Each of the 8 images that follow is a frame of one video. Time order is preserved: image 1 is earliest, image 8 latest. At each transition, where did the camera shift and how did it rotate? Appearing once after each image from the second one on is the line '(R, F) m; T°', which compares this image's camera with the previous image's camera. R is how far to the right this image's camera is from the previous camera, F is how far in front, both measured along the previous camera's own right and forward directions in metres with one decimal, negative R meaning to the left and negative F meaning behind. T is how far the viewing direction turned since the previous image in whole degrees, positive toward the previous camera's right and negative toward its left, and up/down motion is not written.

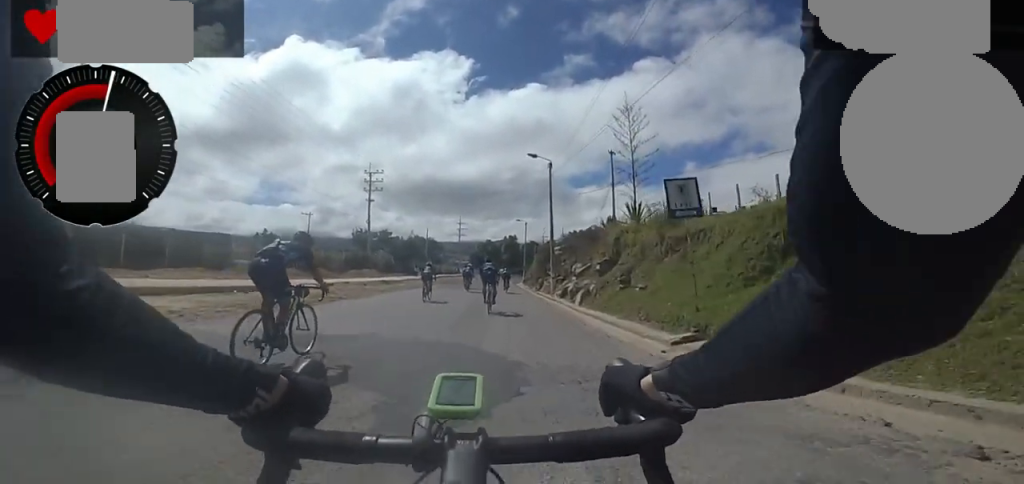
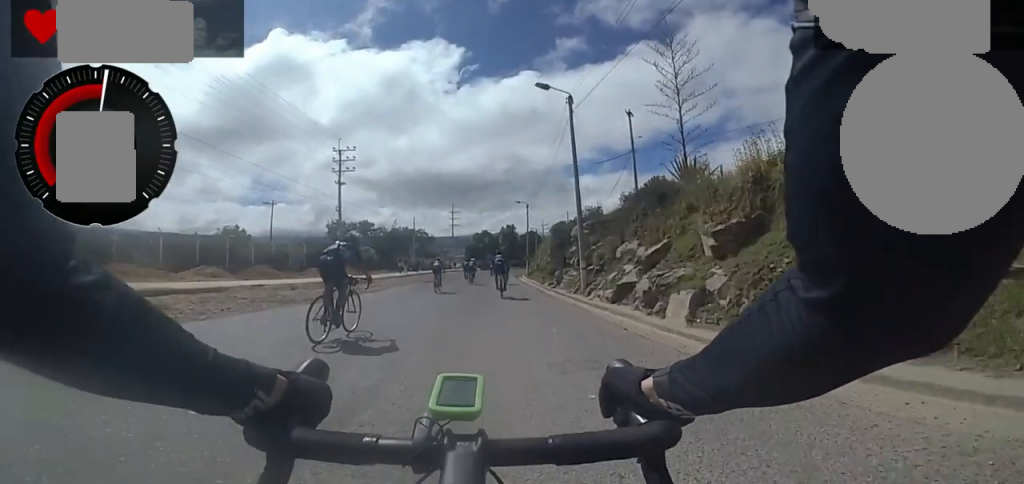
(+1.1, +7.9) m; +7°
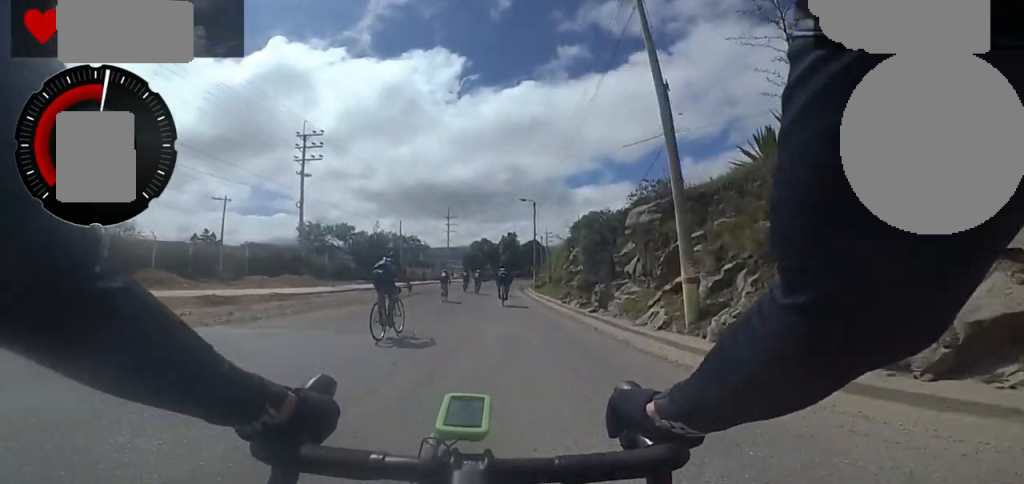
(+0.3, +7.8) m; +2°
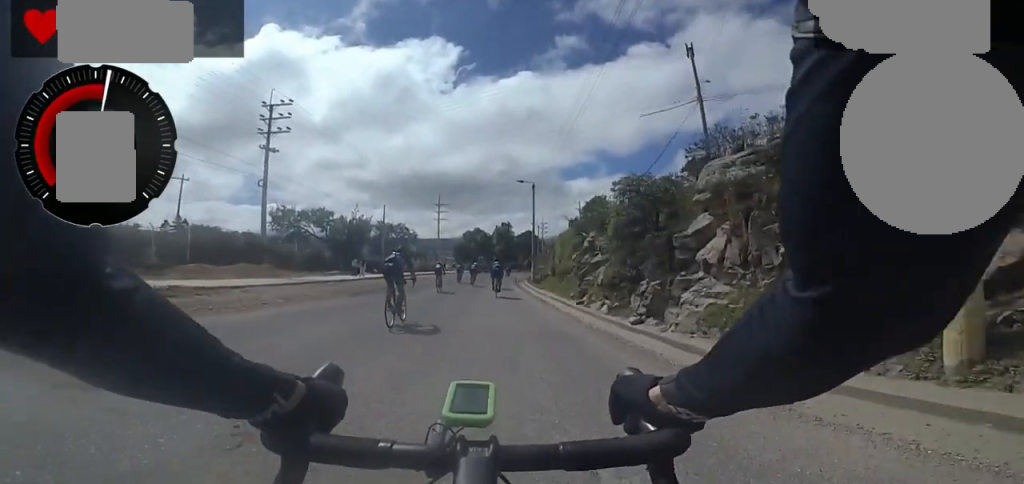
(0.0, +4.2) m; 0°
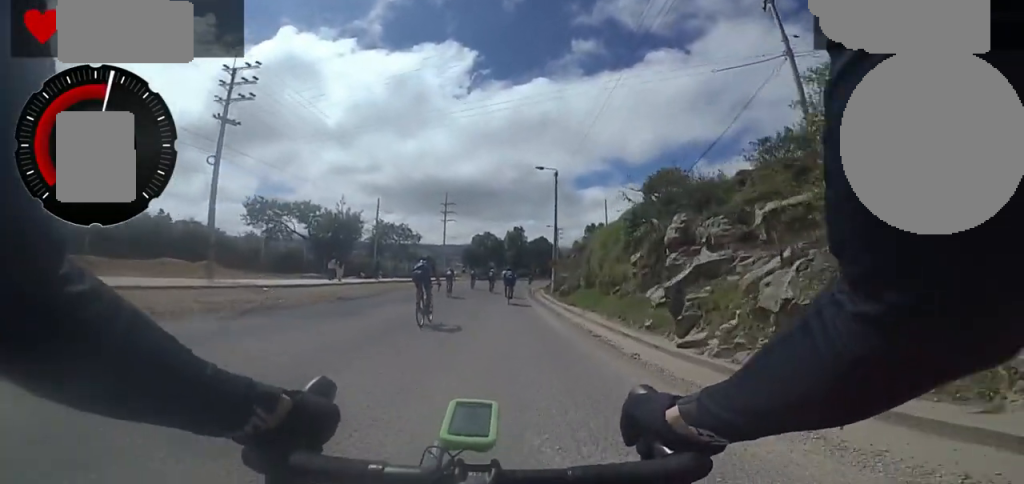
(0.0, +6.5) m; 0°
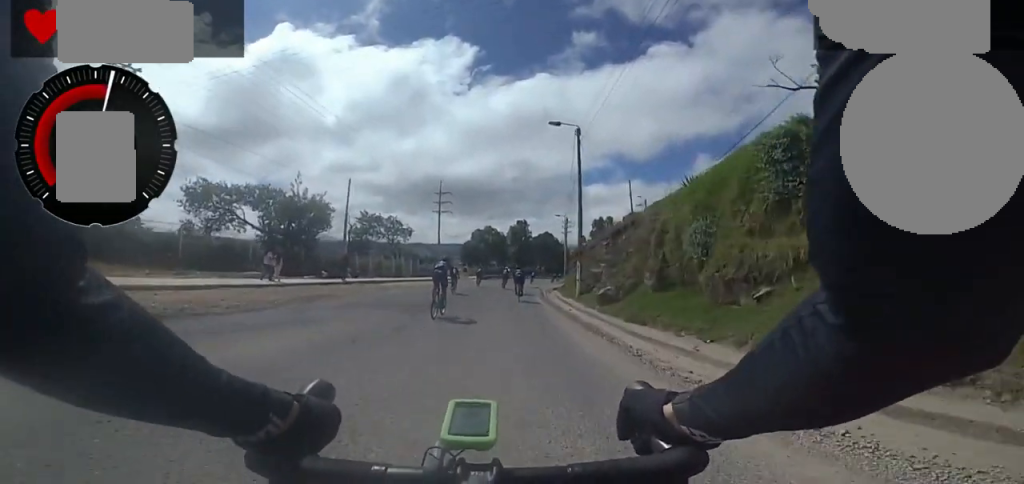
(0.0, +7.6) m; -3°
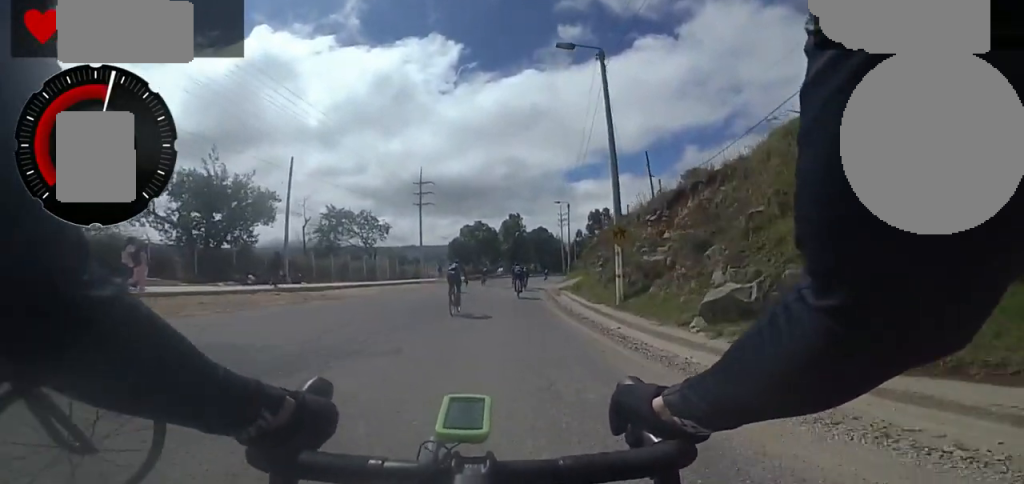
(+0.2, +6.8) m; -4°
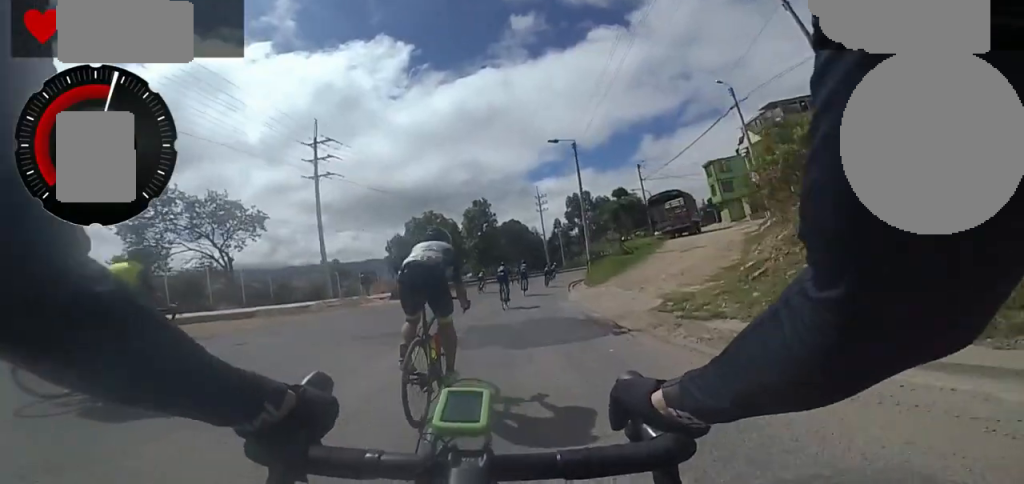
(+2.2, +18.4) m; +15°
